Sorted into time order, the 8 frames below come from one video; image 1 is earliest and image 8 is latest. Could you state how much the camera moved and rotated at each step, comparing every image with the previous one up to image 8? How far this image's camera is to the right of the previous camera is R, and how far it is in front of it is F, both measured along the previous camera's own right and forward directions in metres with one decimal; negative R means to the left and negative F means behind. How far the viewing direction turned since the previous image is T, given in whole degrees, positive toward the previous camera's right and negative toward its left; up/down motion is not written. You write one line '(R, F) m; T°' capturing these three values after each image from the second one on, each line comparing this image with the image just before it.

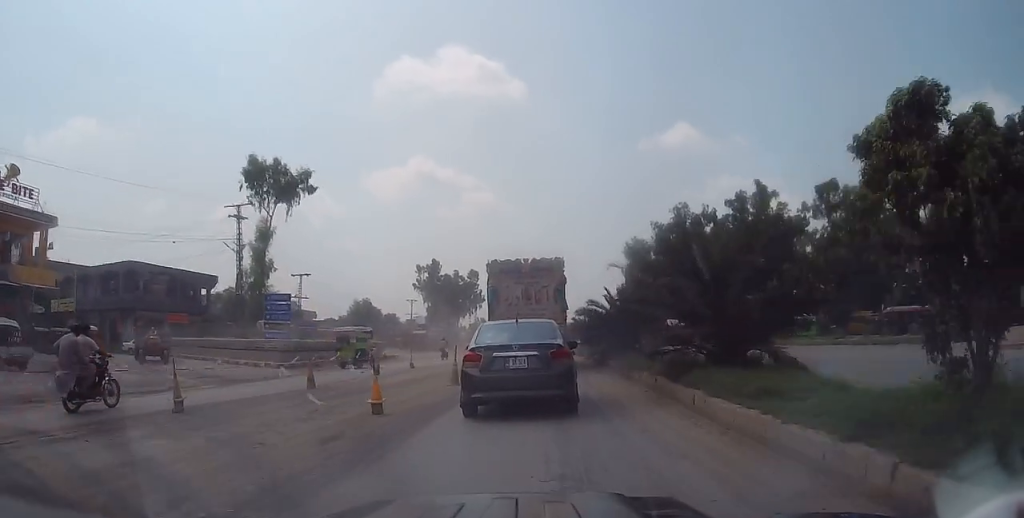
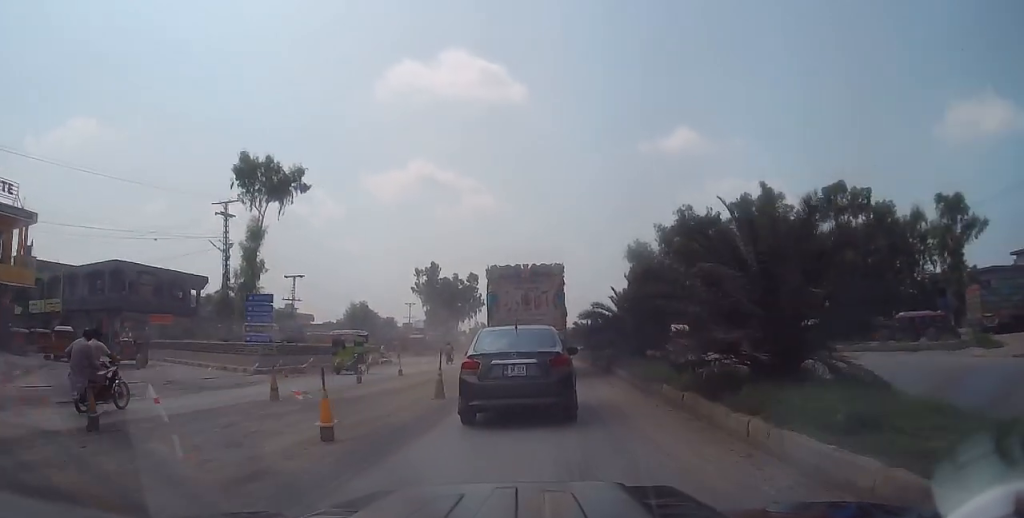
(-0.1, +2.4) m; +2°
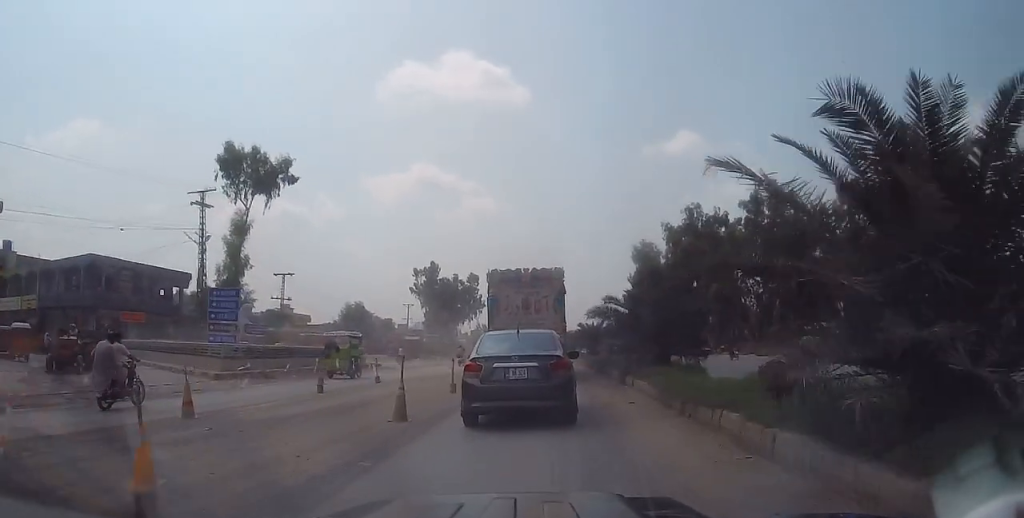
(+0.3, +3.9) m; +1°
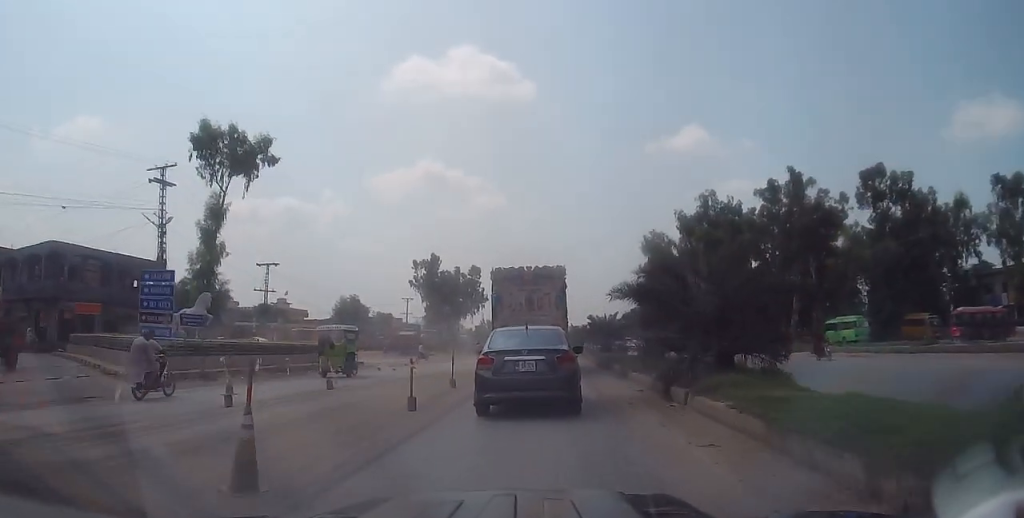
(-0.2, +5.7) m; -4°
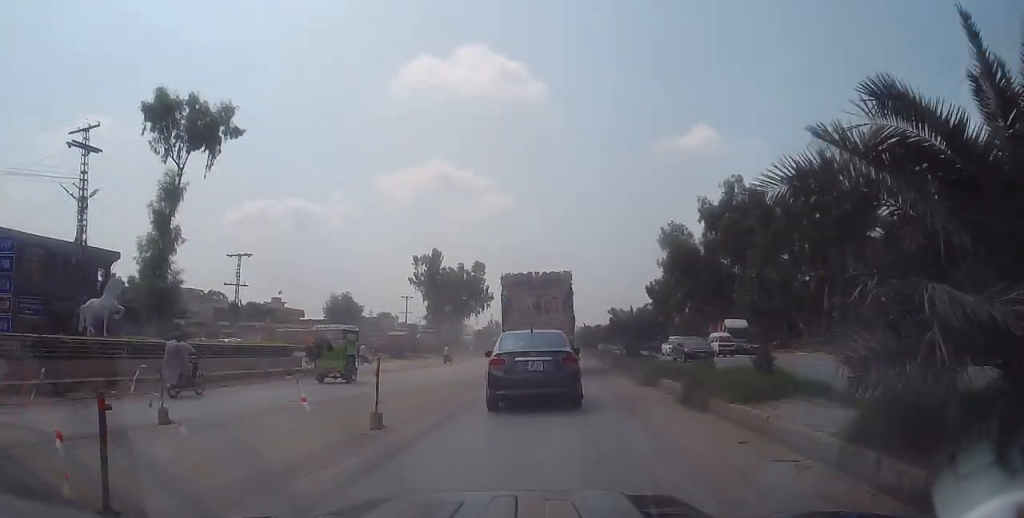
(-0.2, +8.3) m; 0°
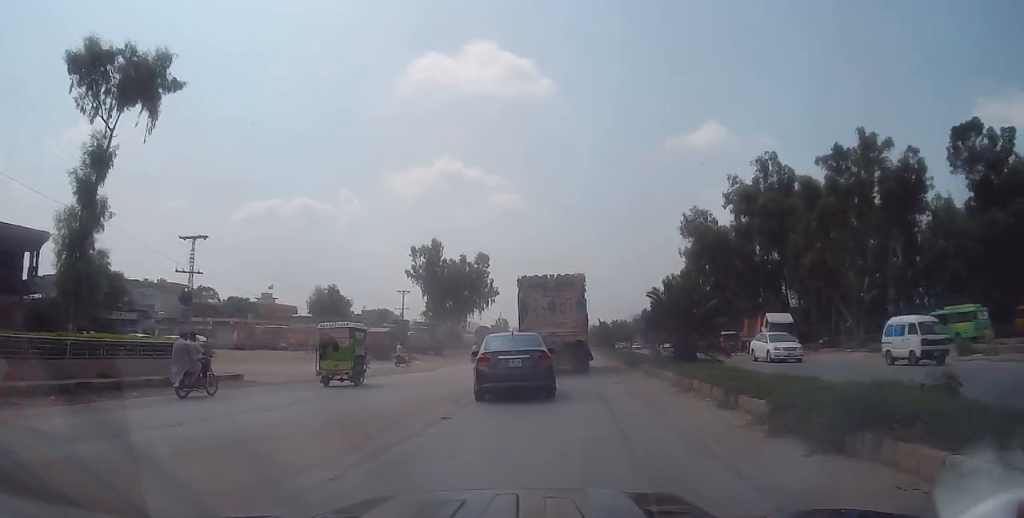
(+0.2, +9.8) m; -3°
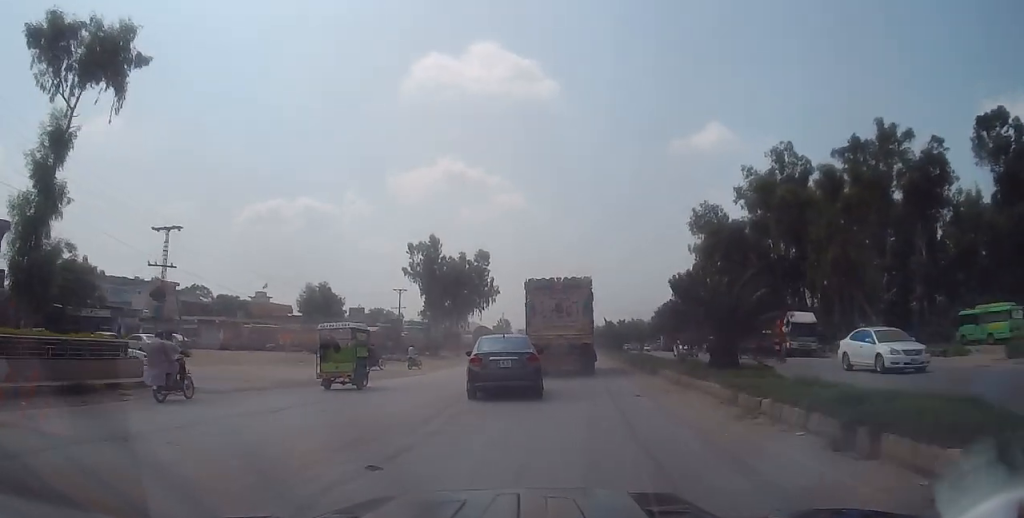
(-0.3, +4.4) m; +3°
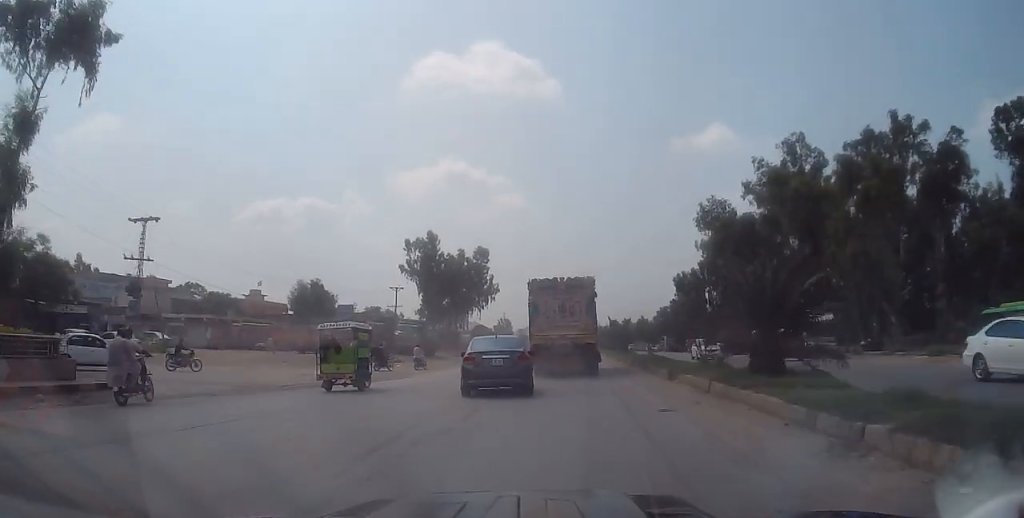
(-0.1, +3.2) m; +1°
